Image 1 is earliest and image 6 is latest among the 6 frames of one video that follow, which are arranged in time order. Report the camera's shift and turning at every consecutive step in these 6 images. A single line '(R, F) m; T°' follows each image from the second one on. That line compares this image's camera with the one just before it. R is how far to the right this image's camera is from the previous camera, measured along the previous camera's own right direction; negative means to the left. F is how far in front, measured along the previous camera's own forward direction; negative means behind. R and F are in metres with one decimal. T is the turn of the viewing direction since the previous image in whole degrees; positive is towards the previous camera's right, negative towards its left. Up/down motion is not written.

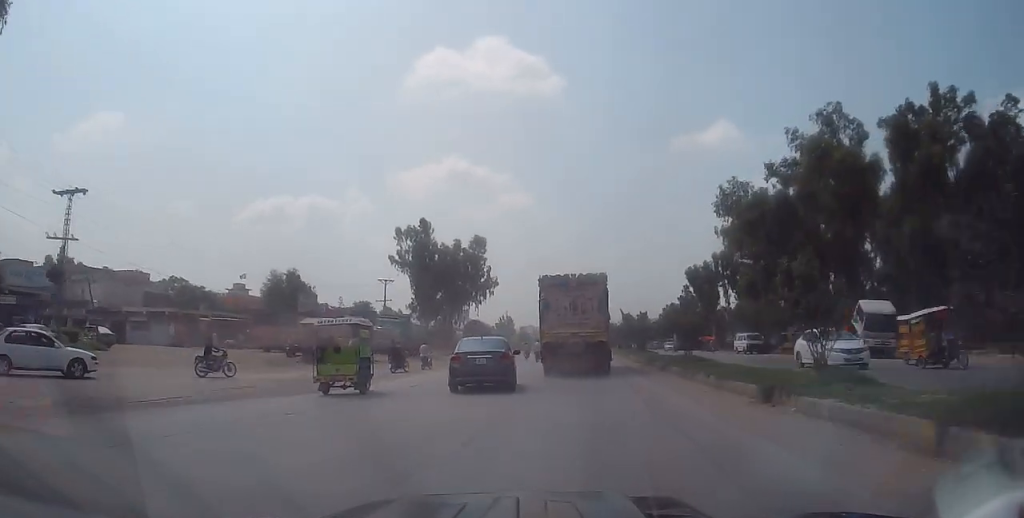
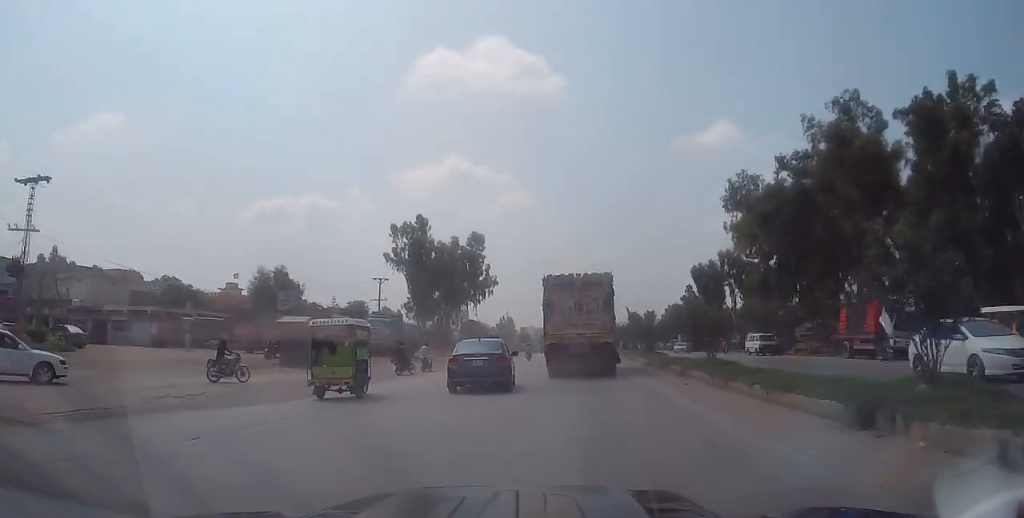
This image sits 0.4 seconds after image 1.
(-0.5, +3.4) m; -1°
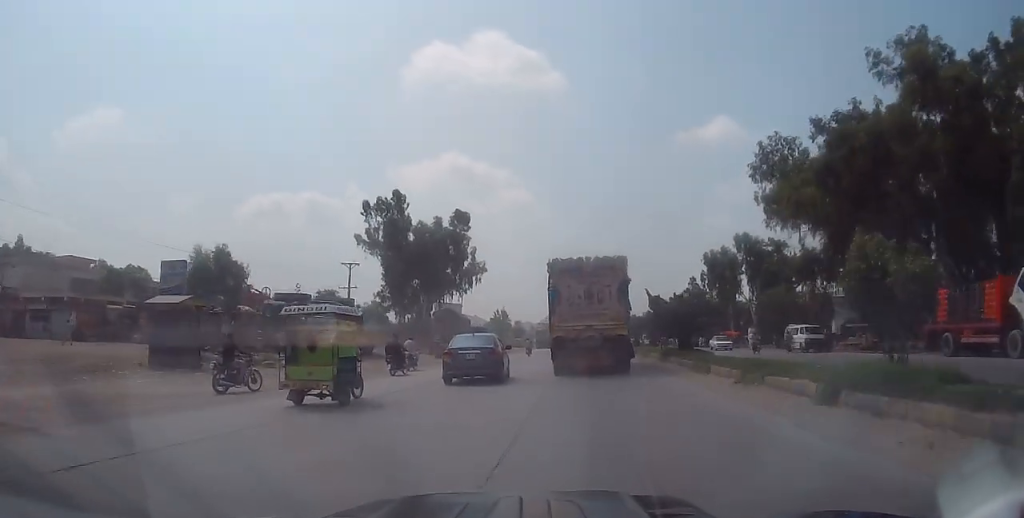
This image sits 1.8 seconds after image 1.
(+0.5, +11.6) m; +3°
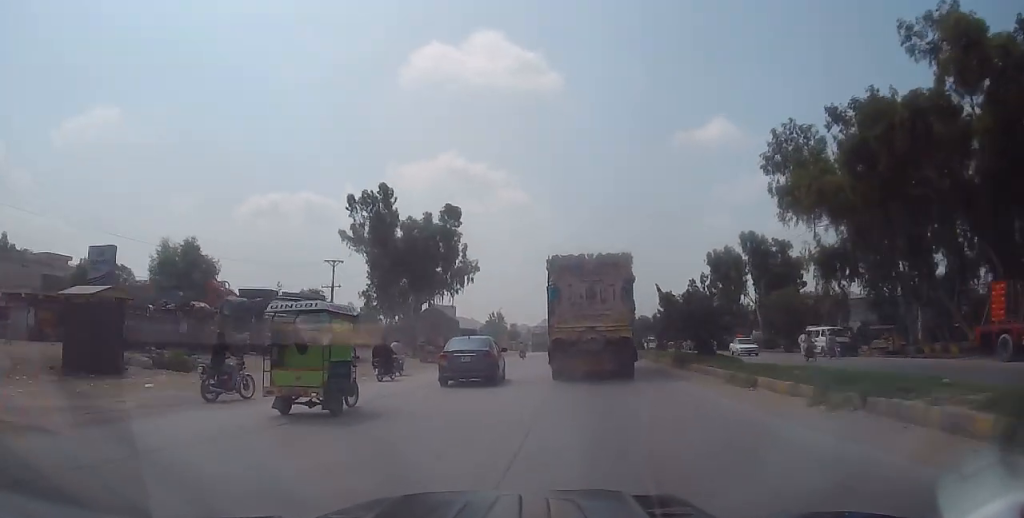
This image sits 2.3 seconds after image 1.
(-0.1, +4.7) m; 0°
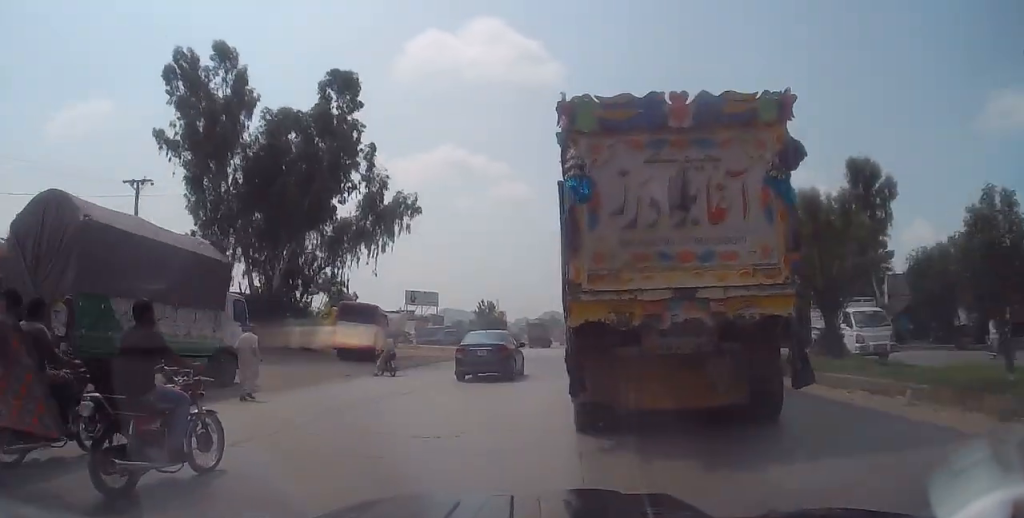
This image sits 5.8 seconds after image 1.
(-0.3, +35.0) m; -3°
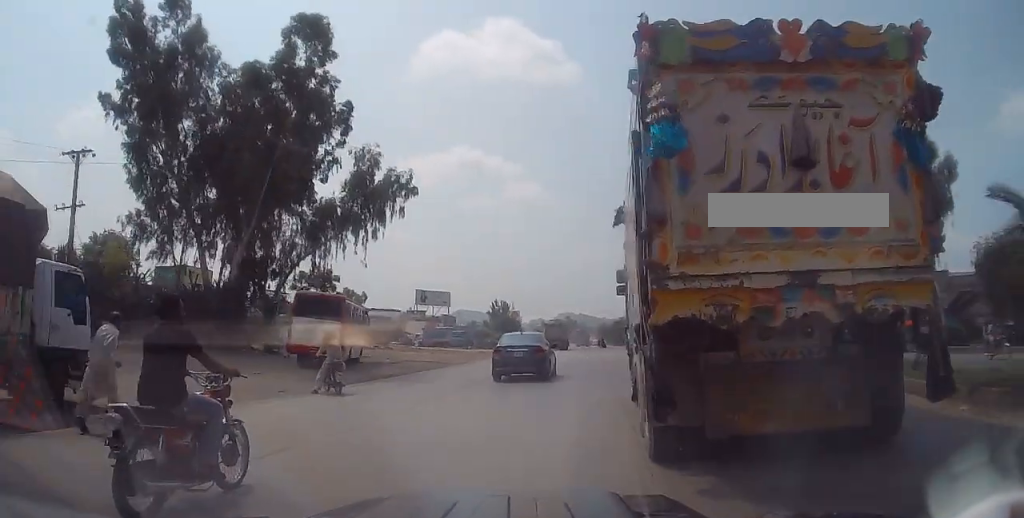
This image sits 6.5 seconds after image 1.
(-0.1, +7.2) m; 0°
